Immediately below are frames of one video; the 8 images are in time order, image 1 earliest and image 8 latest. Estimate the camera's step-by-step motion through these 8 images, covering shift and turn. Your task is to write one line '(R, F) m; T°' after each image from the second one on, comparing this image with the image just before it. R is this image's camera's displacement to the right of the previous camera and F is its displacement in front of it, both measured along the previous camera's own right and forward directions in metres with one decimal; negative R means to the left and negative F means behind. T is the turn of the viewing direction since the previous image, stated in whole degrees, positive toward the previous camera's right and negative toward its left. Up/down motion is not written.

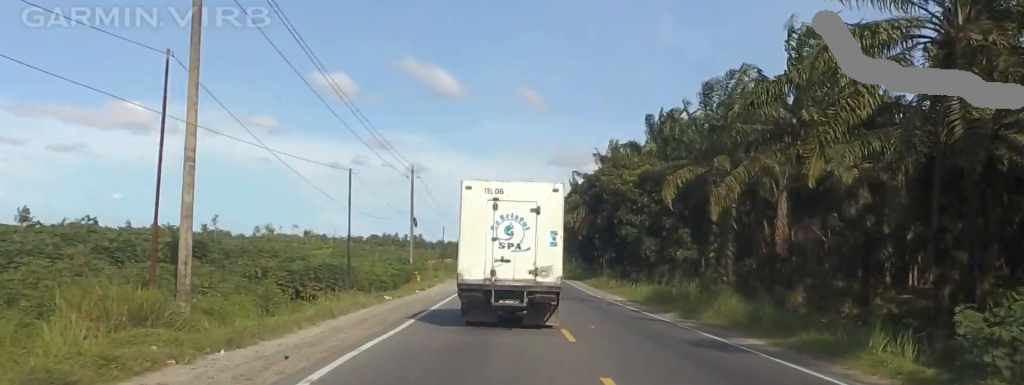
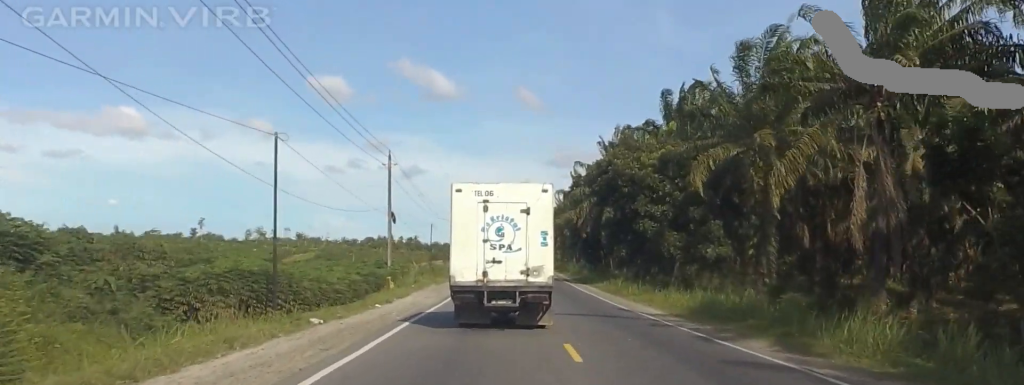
(0.0, +10.9) m; 0°
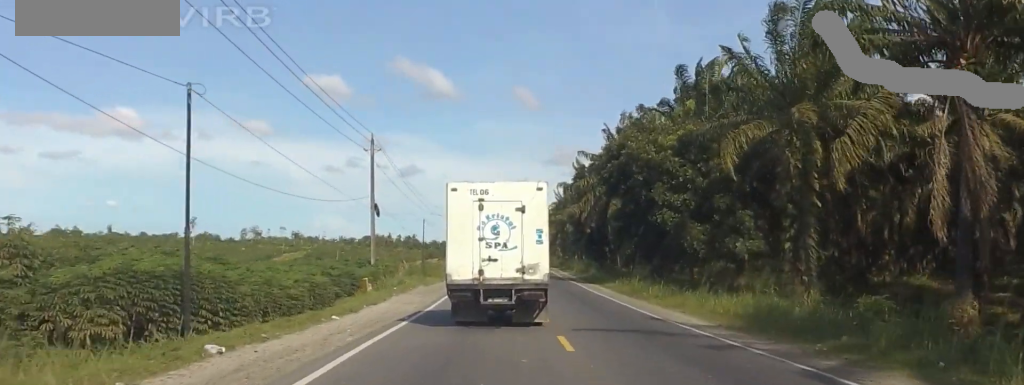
(0.0, +6.9) m; 0°
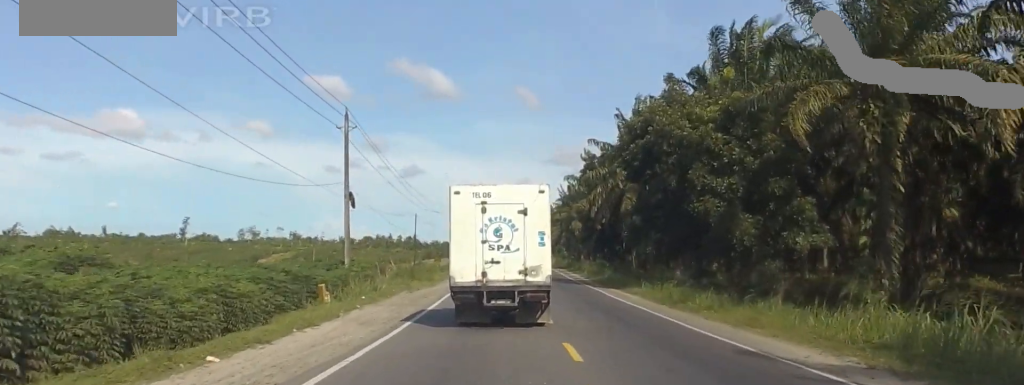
(0.0, +9.2) m; 0°
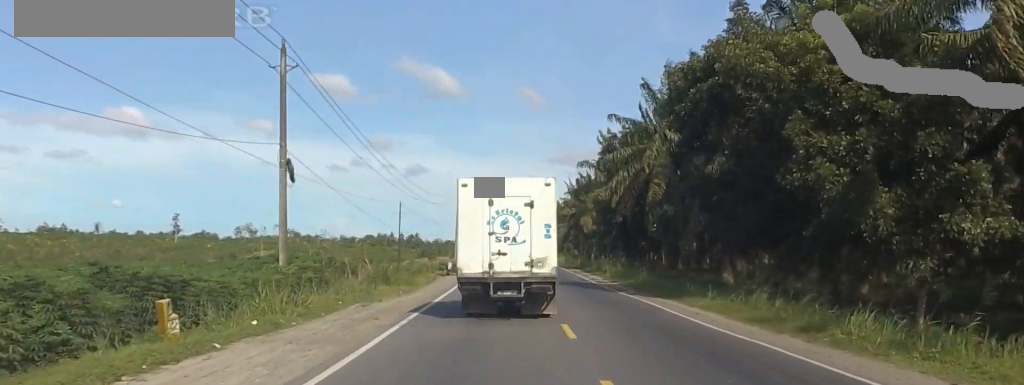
(0.0, +13.2) m; 0°
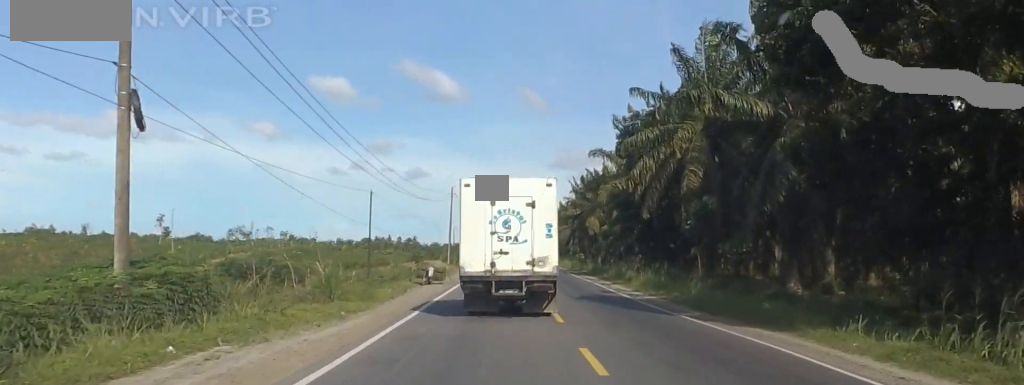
(0.0, +12.6) m; 0°
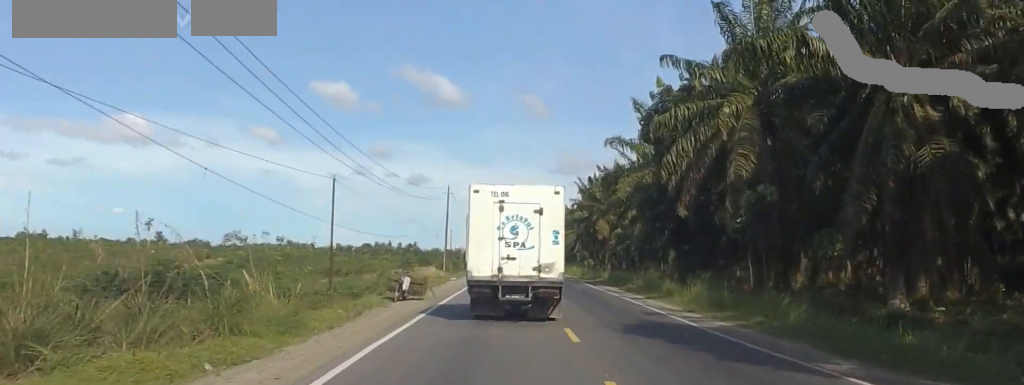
(0.0, +10.9) m; +1°
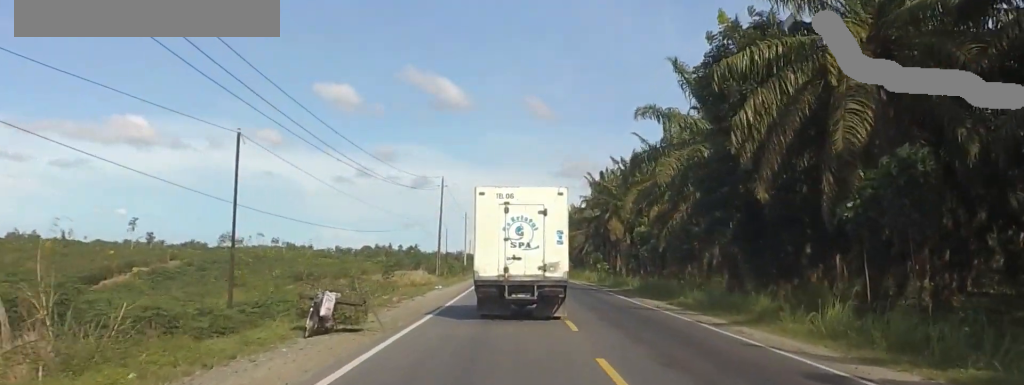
(+0.1, +13.8) m; +1°
